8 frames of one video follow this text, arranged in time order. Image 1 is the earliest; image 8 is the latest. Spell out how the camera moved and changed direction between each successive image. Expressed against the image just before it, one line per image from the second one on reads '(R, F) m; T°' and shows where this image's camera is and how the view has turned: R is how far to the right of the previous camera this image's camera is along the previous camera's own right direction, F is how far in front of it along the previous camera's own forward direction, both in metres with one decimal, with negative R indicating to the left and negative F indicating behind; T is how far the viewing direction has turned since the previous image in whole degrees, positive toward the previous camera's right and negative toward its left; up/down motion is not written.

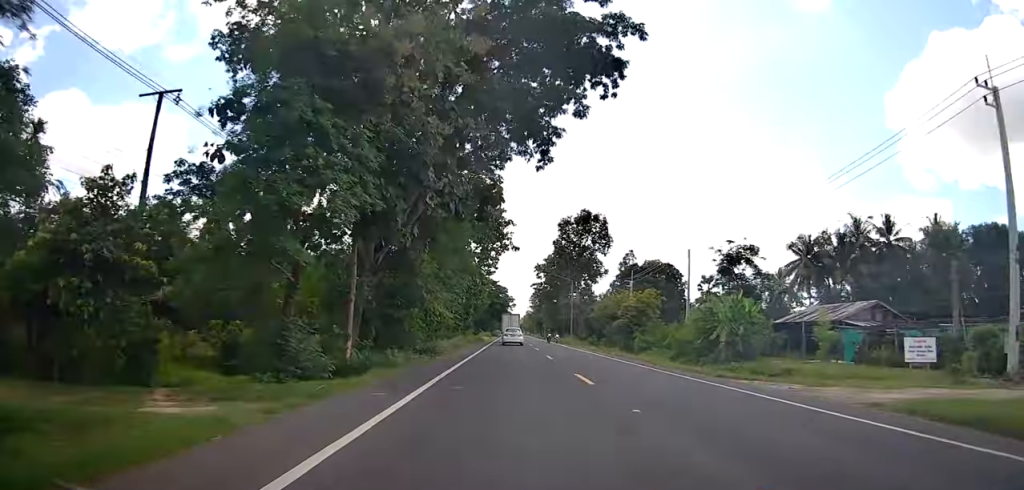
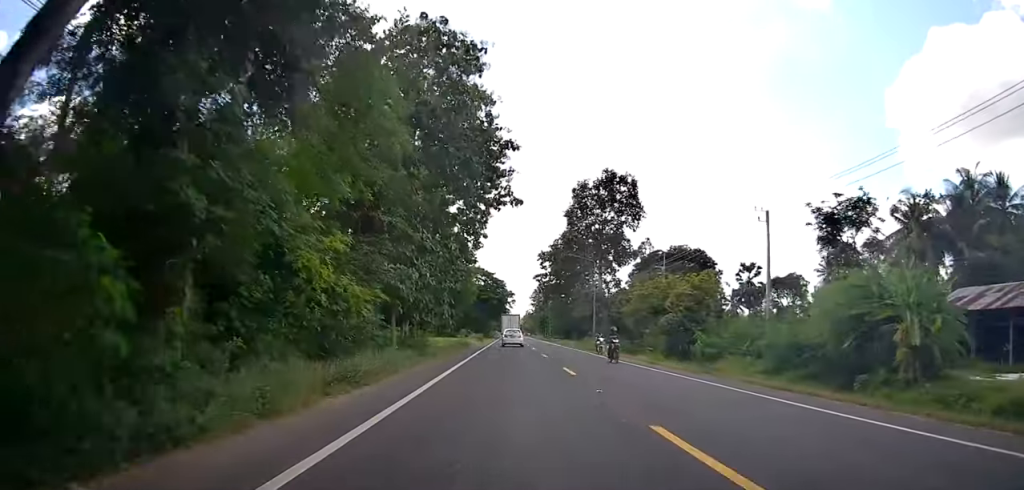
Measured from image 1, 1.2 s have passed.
(+0.1, +20.8) m; 0°
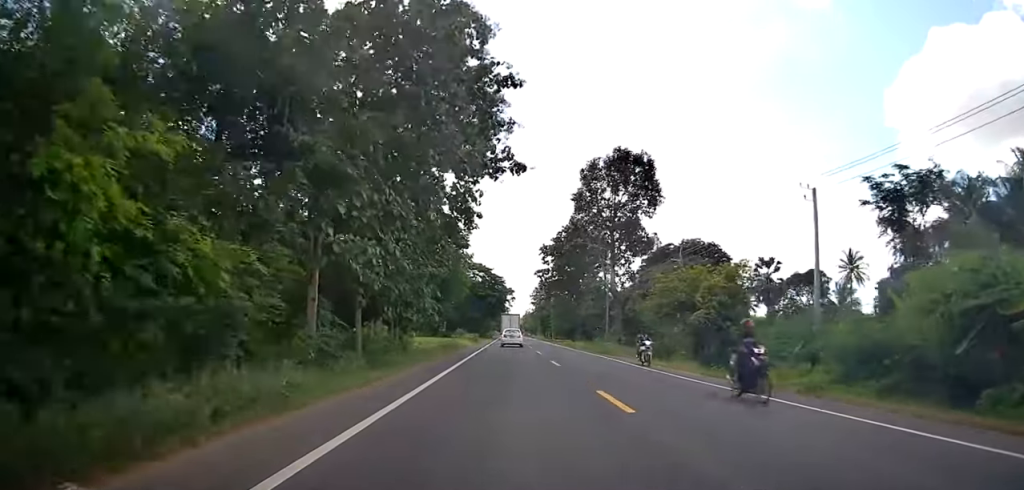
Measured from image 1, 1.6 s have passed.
(0.0, +7.5) m; 0°
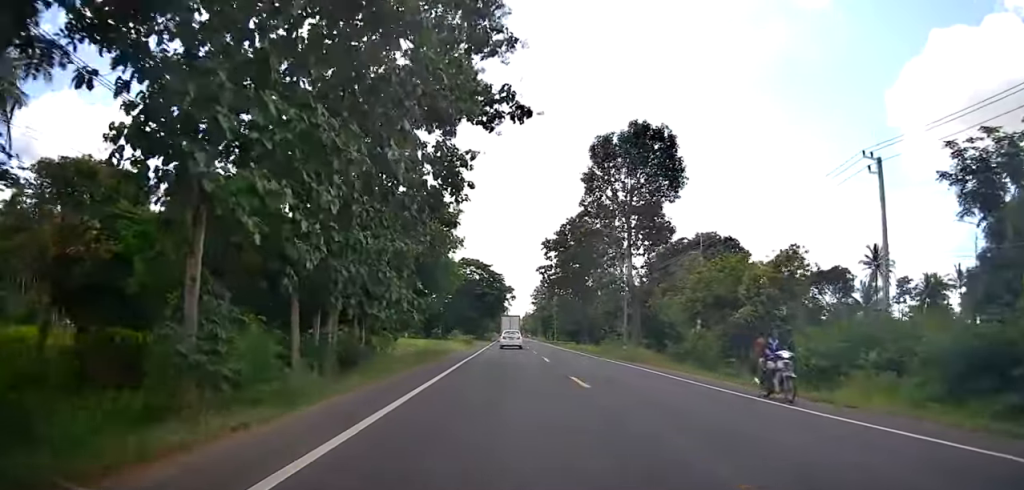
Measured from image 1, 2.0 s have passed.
(0.0, +7.5) m; 0°
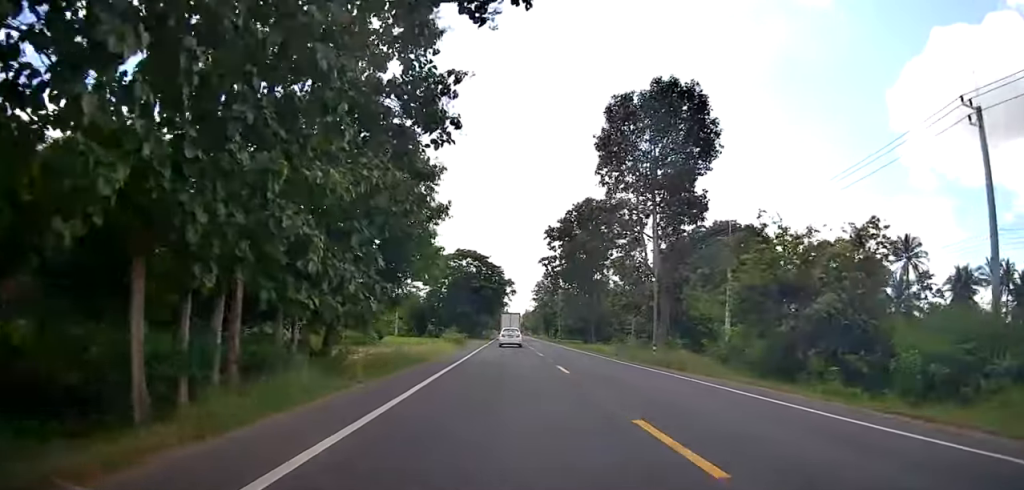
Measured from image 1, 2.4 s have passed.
(0.0, +8.0) m; 0°
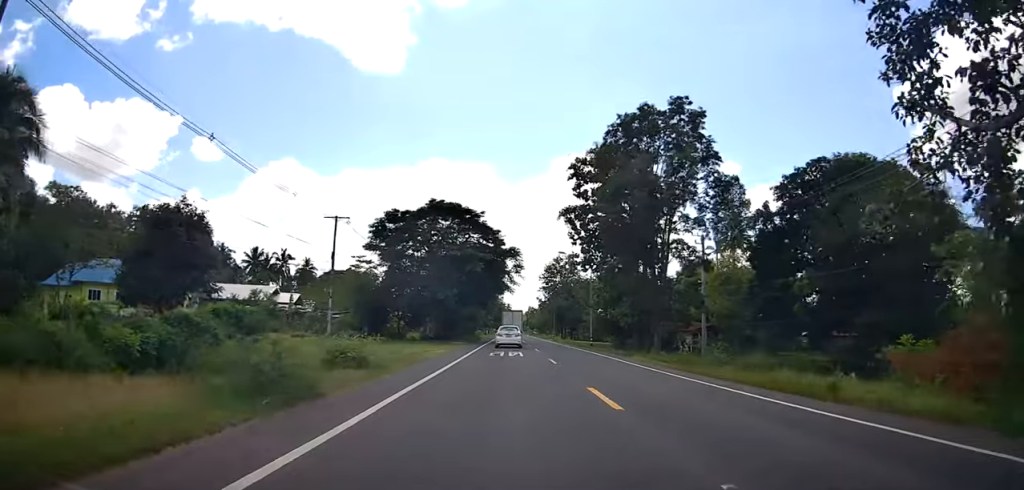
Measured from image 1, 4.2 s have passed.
(+0.1, +31.8) m; +1°
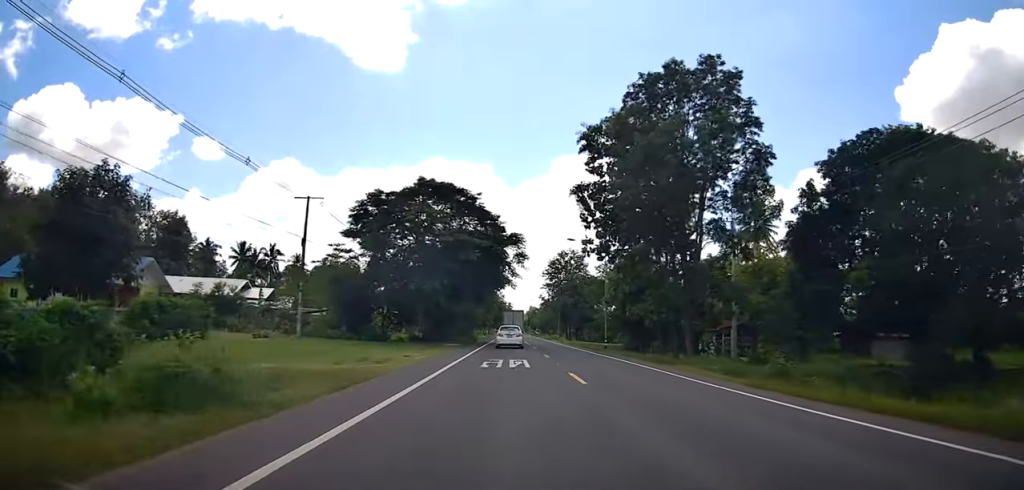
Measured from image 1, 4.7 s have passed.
(0.0, +8.2) m; 0°
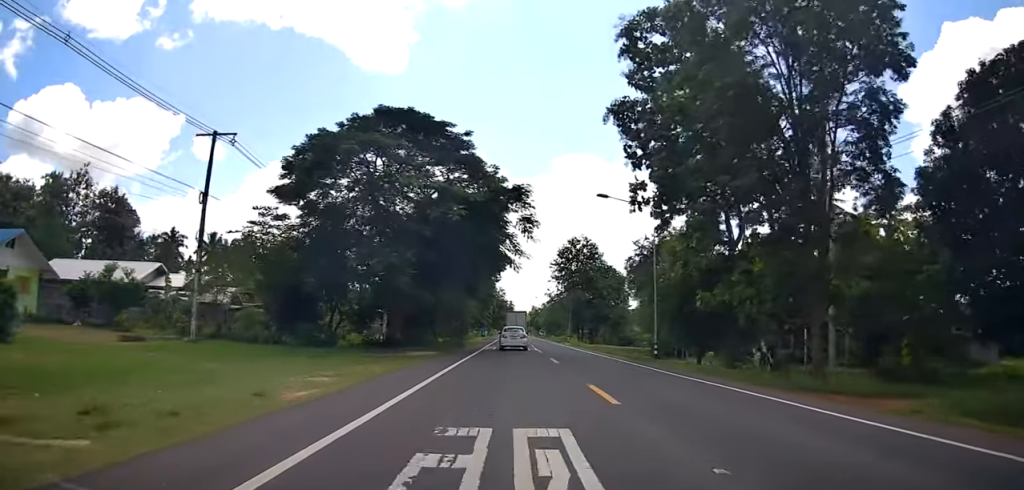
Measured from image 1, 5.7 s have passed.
(+0.1, +16.2) m; +1°
